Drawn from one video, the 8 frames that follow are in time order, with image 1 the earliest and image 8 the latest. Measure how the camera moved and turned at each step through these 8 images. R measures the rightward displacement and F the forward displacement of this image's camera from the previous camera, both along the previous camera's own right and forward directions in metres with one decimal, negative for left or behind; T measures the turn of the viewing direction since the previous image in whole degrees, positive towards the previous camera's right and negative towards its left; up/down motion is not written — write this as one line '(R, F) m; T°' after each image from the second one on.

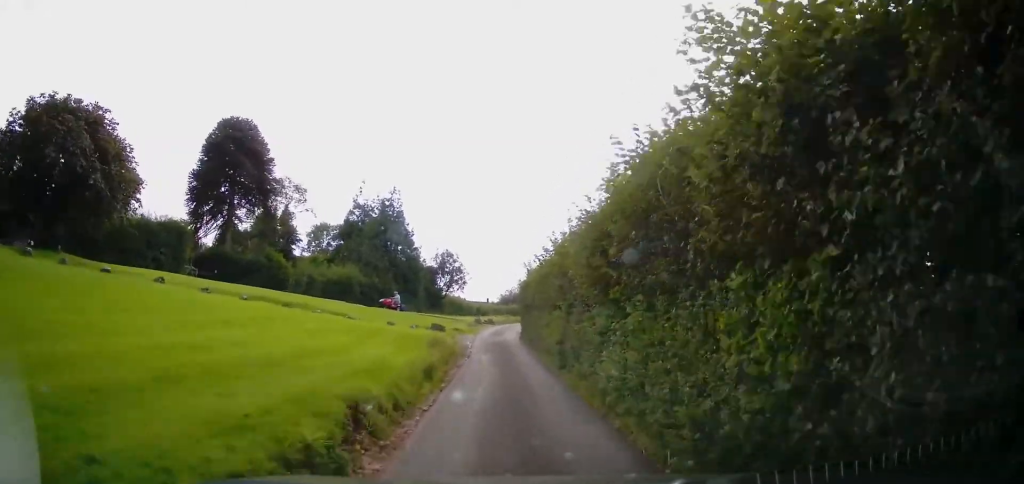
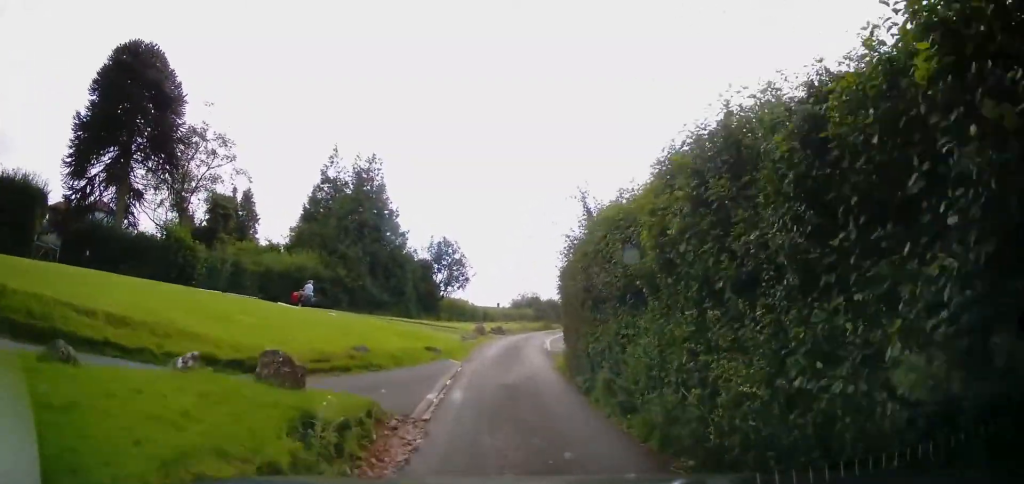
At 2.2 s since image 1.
(-0.2, +15.5) m; -1°
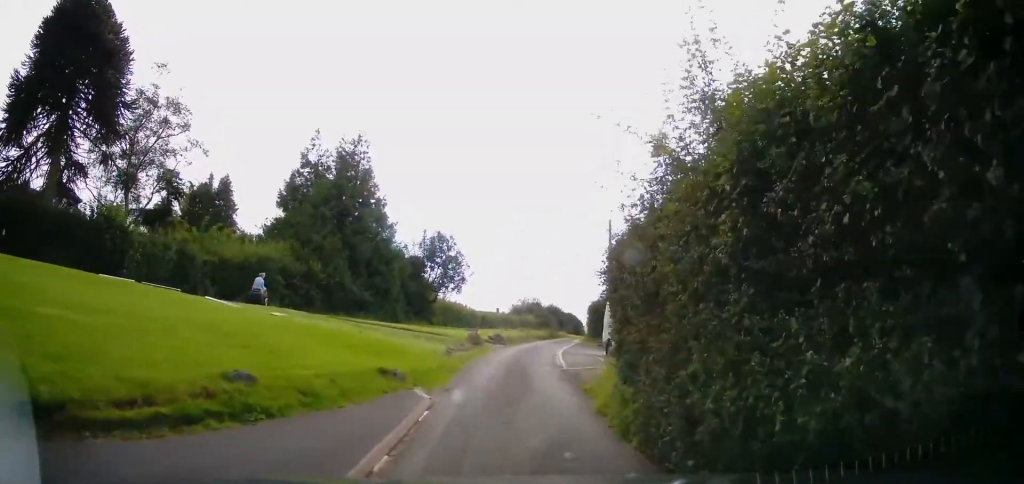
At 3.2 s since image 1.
(-0.1, +6.5) m; -1°
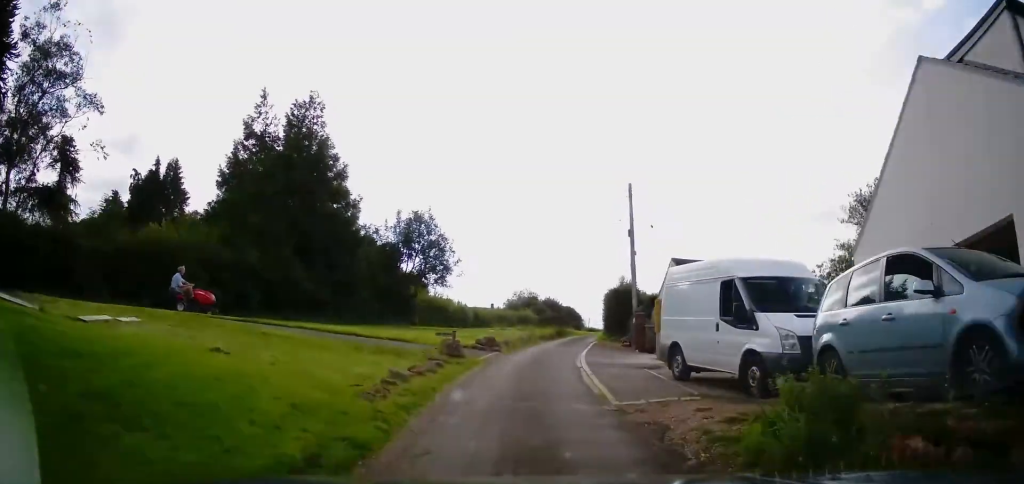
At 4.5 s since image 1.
(0.0, +8.5) m; +3°
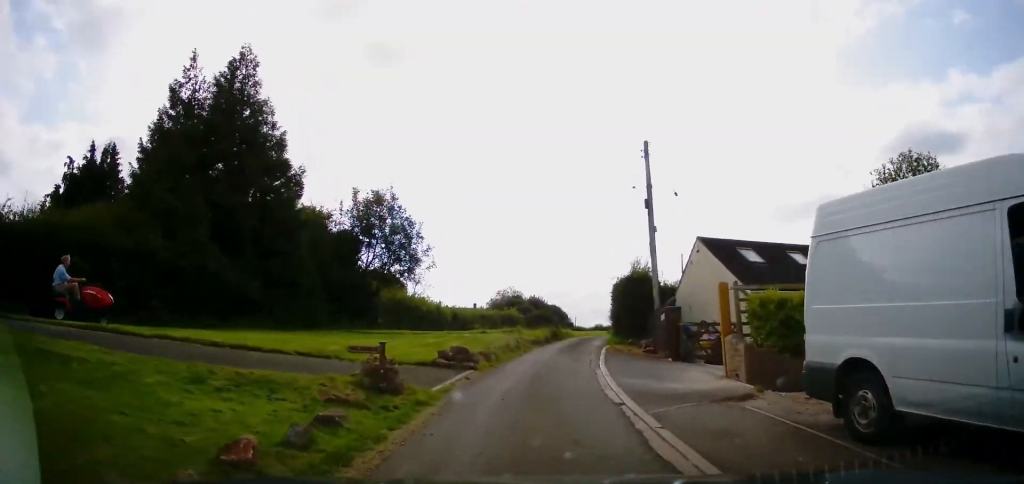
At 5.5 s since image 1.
(+0.4, +6.9) m; +4°
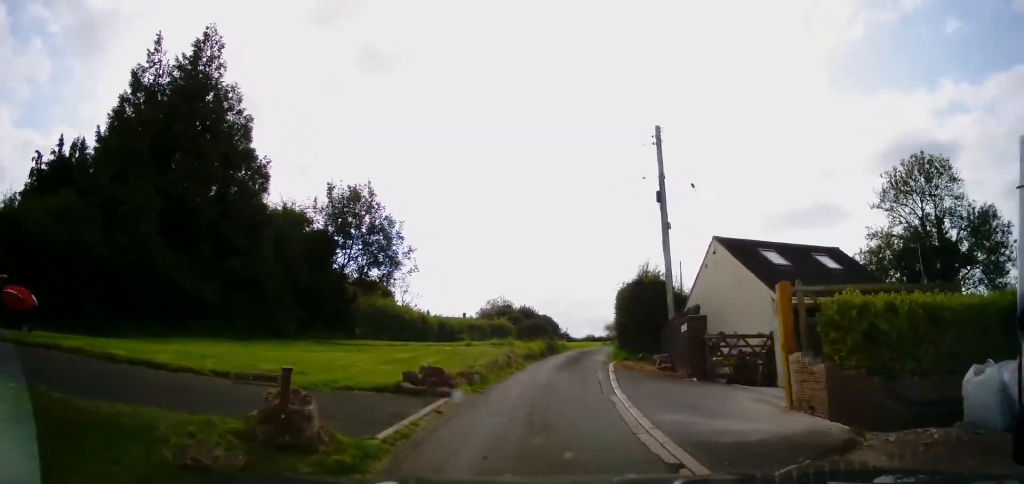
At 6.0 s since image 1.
(0.0, +3.0) m; +1°
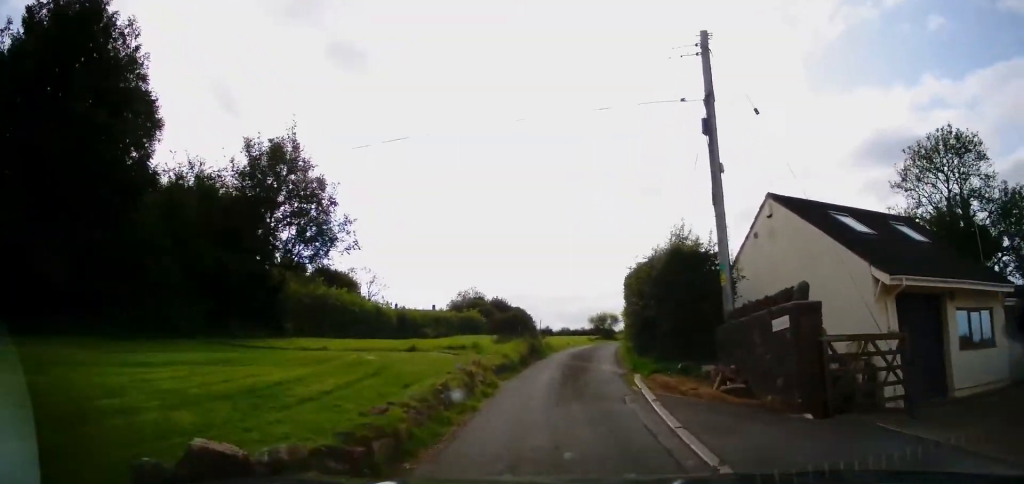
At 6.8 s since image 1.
(0.0, +6.2) m; 0°
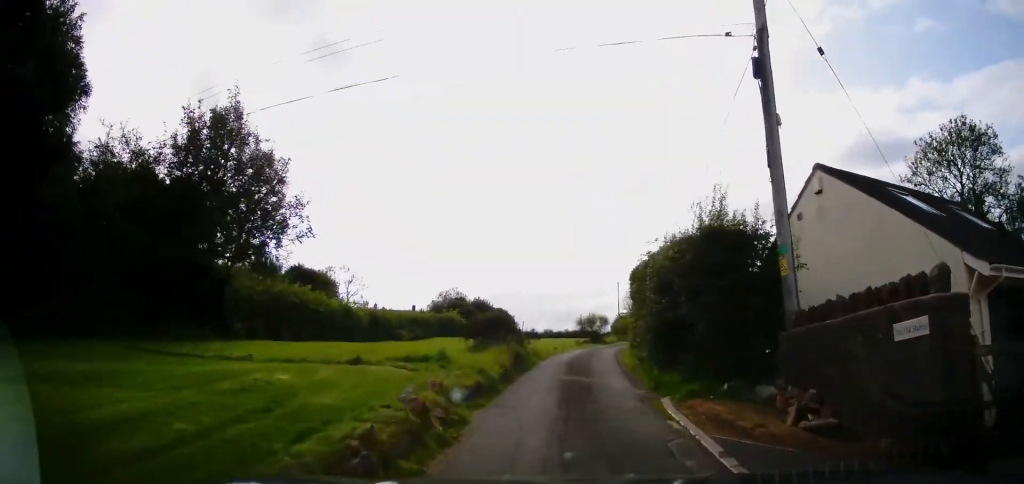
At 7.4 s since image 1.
(0.0, +3.7) m; +2°
